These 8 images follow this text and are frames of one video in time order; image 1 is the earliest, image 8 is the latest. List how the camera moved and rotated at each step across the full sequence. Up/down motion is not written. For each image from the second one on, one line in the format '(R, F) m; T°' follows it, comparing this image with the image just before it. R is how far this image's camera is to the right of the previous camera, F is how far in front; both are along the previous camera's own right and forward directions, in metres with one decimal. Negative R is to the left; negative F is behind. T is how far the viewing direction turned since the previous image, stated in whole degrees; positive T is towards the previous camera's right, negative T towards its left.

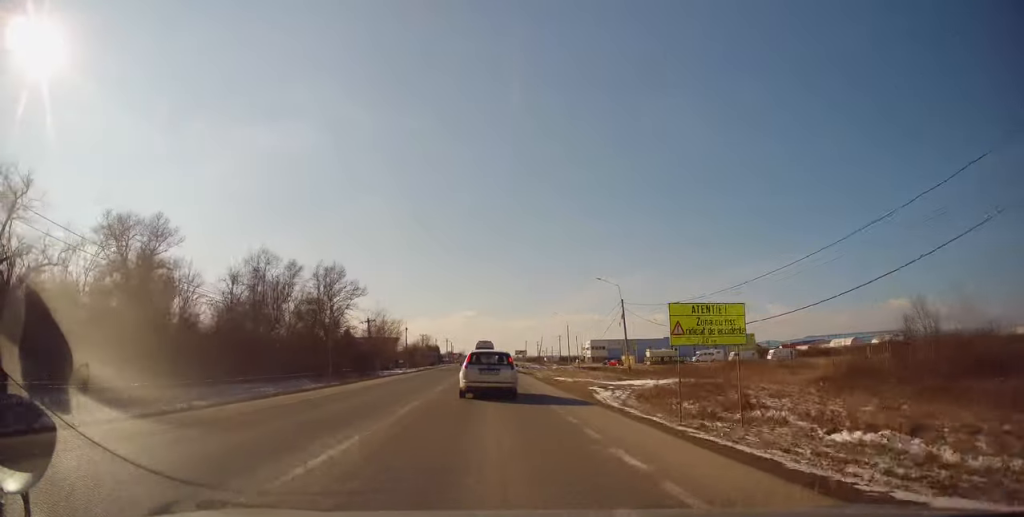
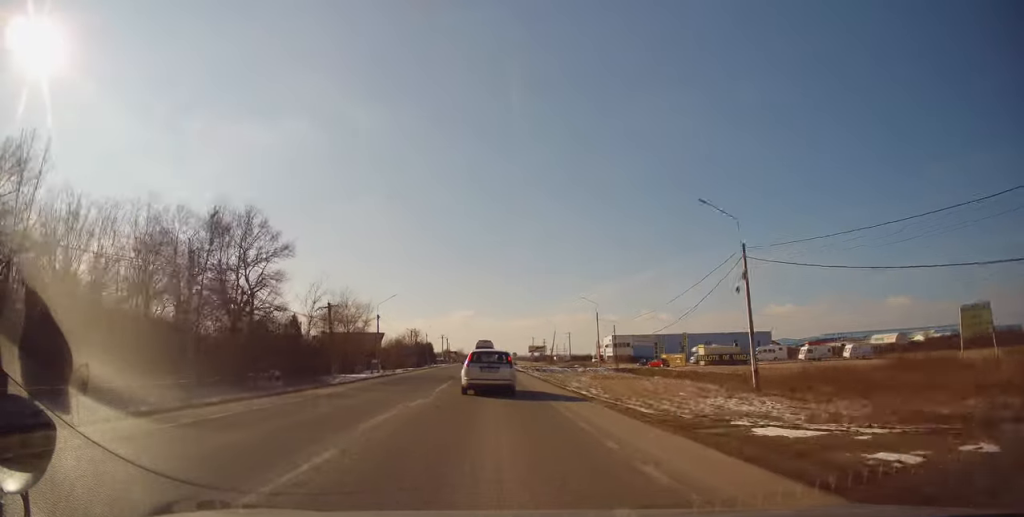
(-0.4, +27.7) m; 0°
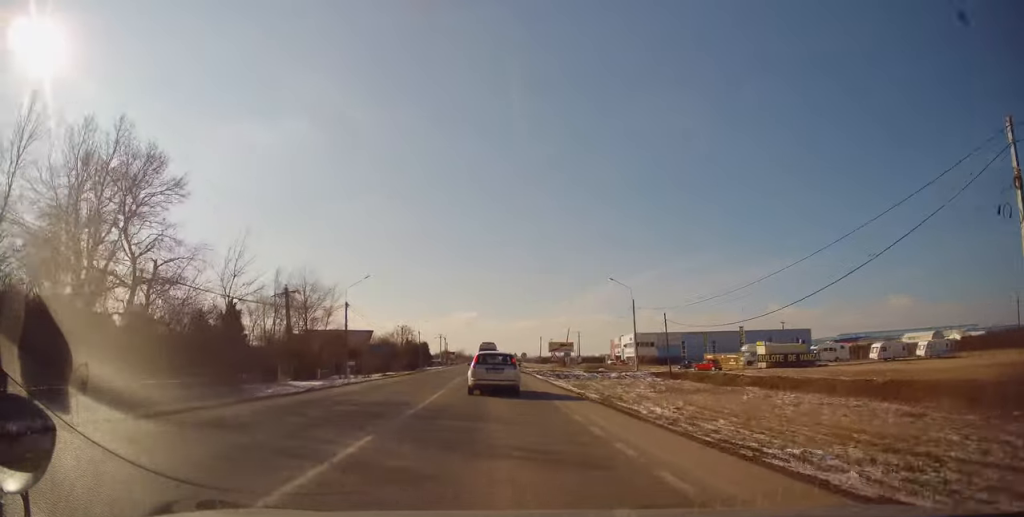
(+0.1, +18.8) m; +2°
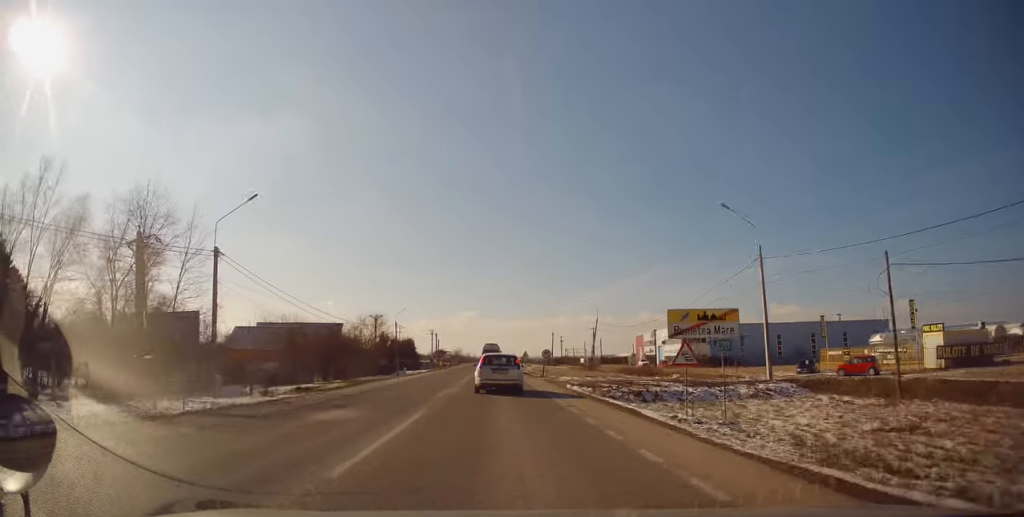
(+0.2, +29.4) m; -1°
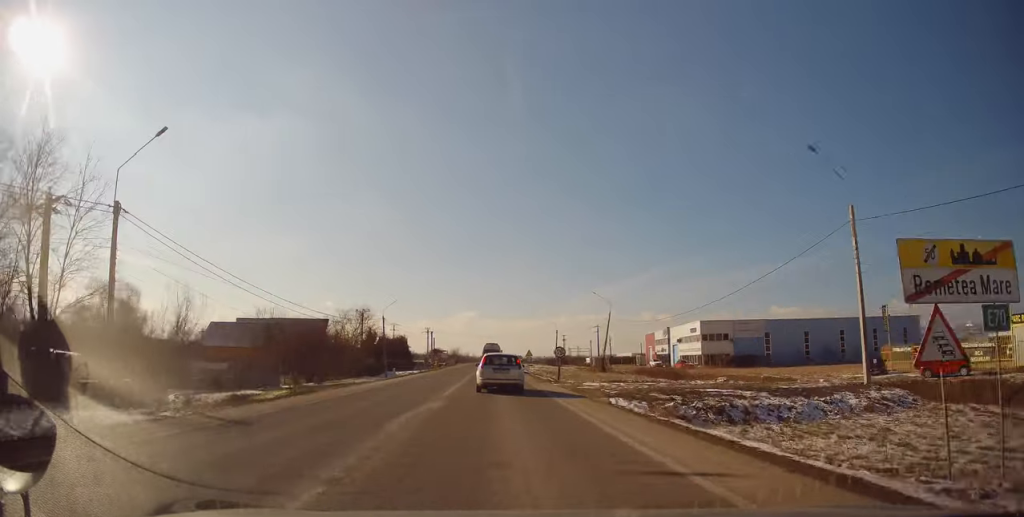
(-0.1, +9.2) m; -1°
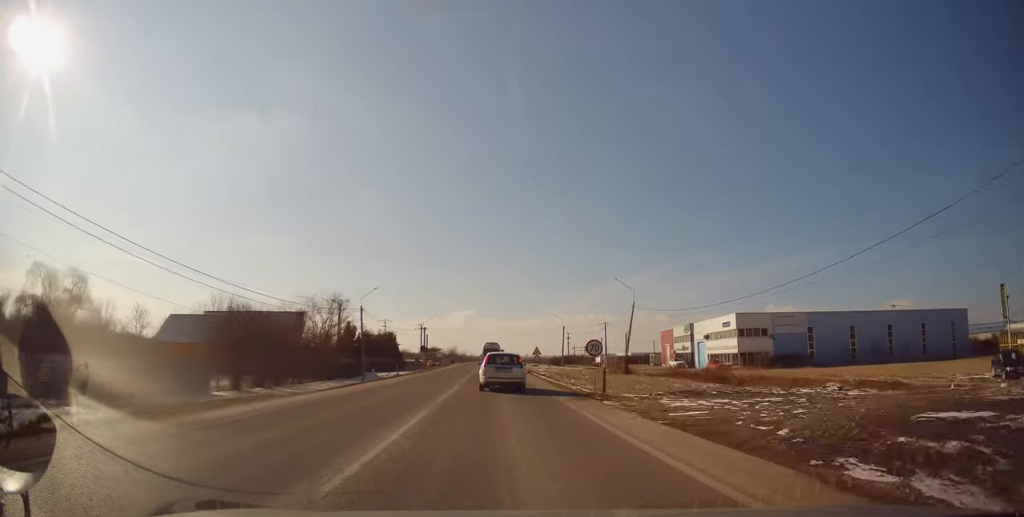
(0.0, +12.7) m; 0°
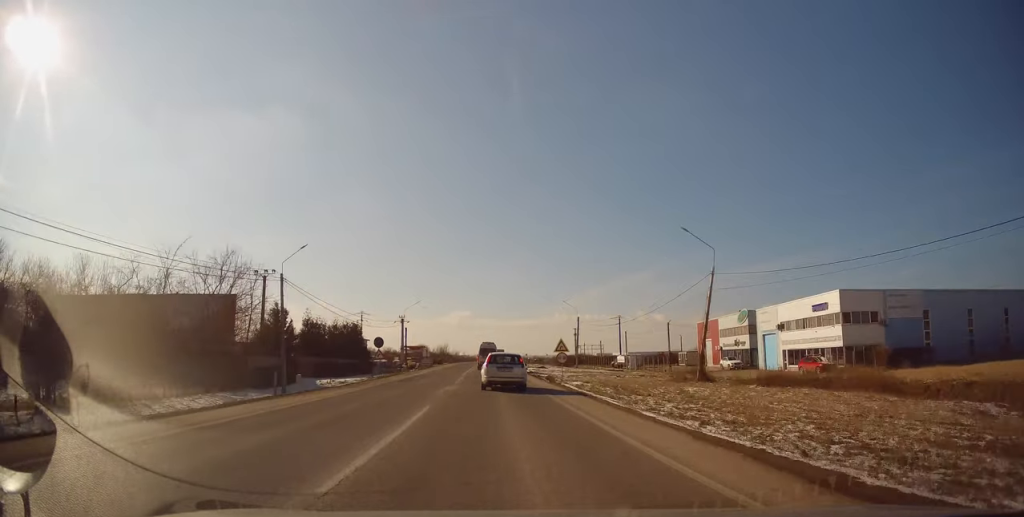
(+0.1, +23.6) m; +1°
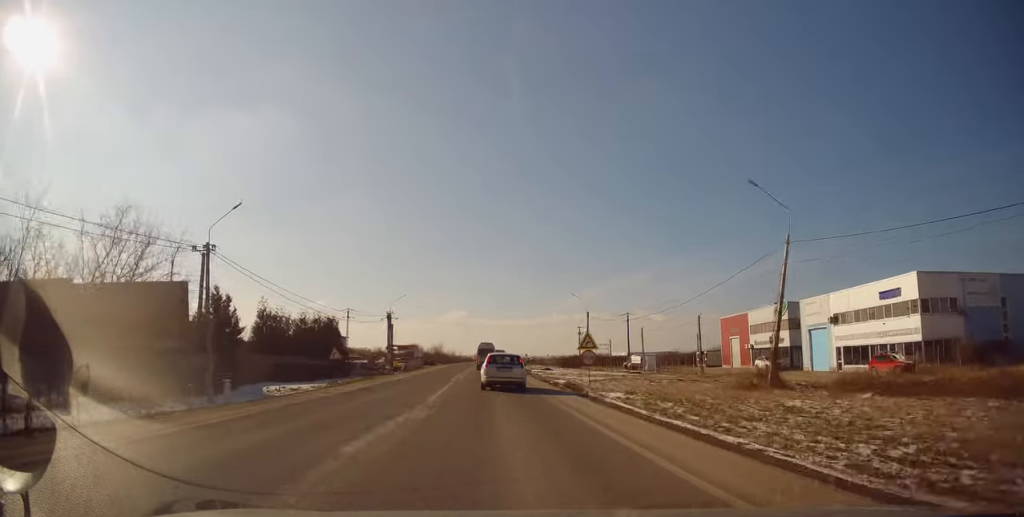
(+0.1, +10.9) m; 0°
